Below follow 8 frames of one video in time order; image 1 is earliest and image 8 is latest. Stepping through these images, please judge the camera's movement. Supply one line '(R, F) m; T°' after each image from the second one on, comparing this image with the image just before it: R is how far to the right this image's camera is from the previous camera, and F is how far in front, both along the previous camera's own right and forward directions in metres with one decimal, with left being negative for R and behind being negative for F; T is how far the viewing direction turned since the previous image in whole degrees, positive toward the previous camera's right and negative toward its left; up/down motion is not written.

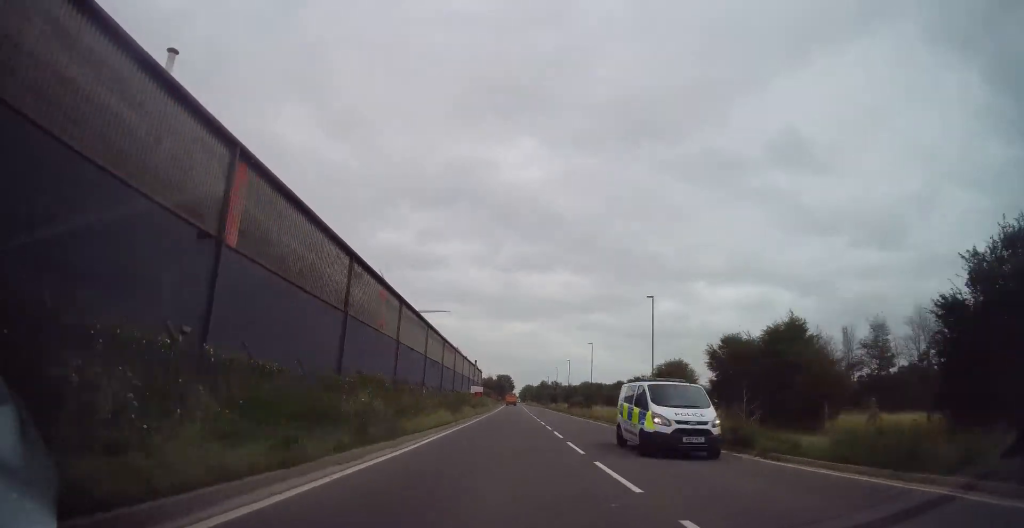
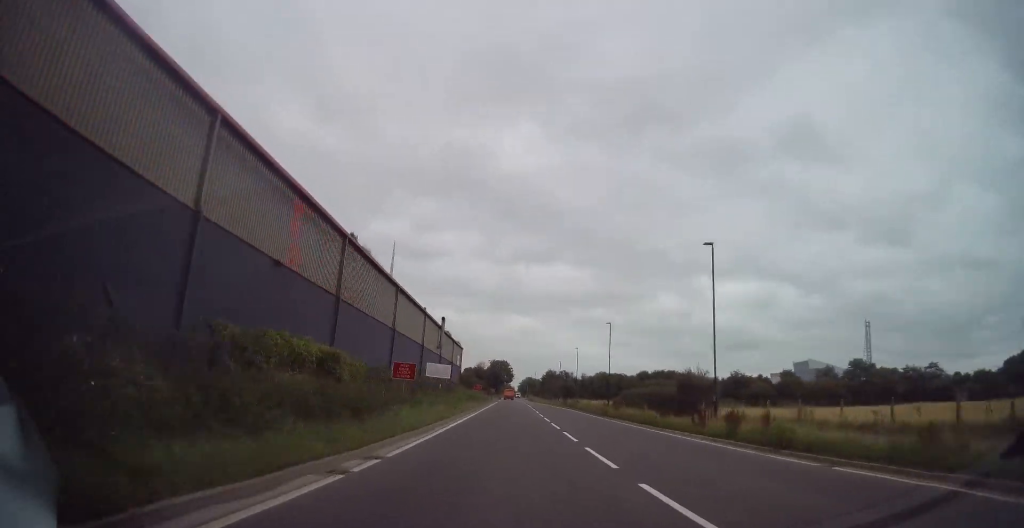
(0.0, +50.6) m; 0°
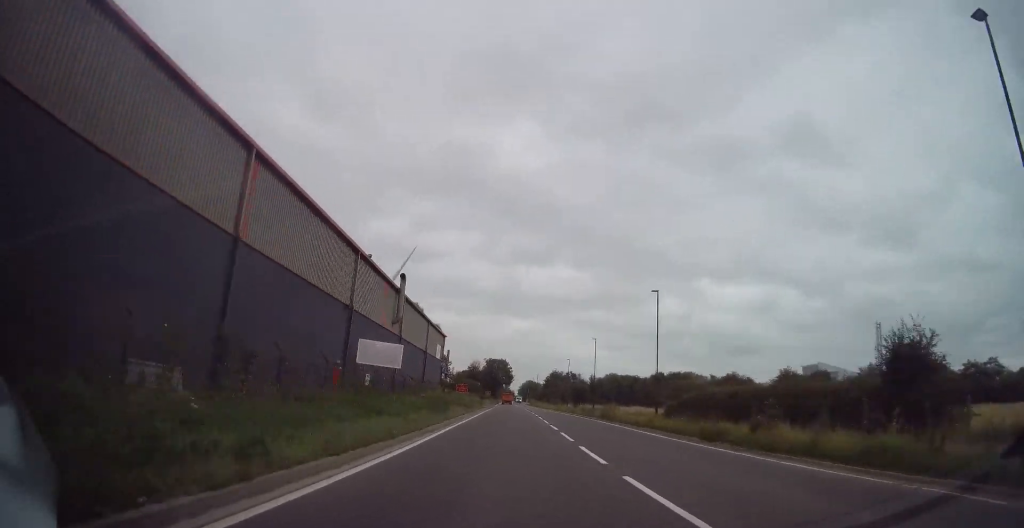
(-0.1, +21.1) m; 0°
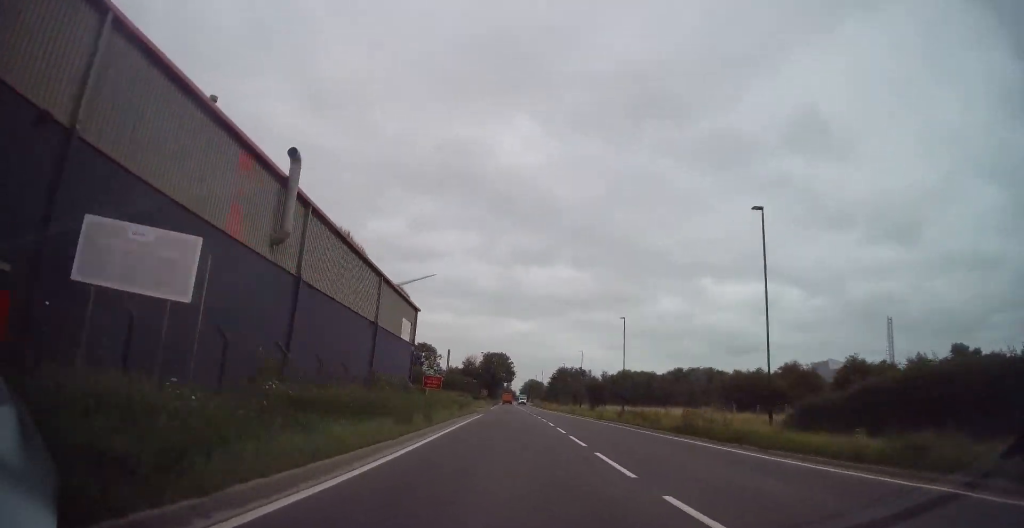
(+0.1, +19.1) m; 0°
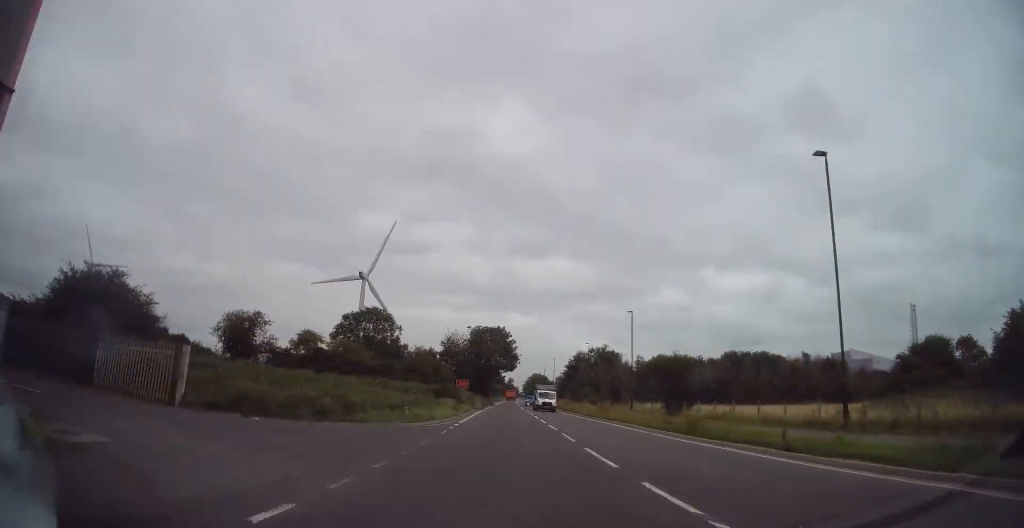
(+0.1, +39.4) m; 0°
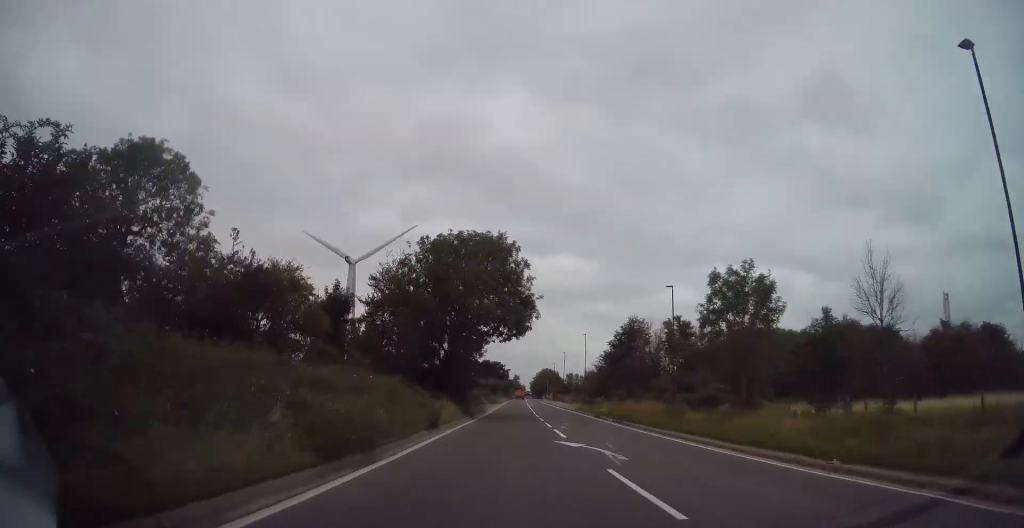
(-0.2, +48.1) m; 0°
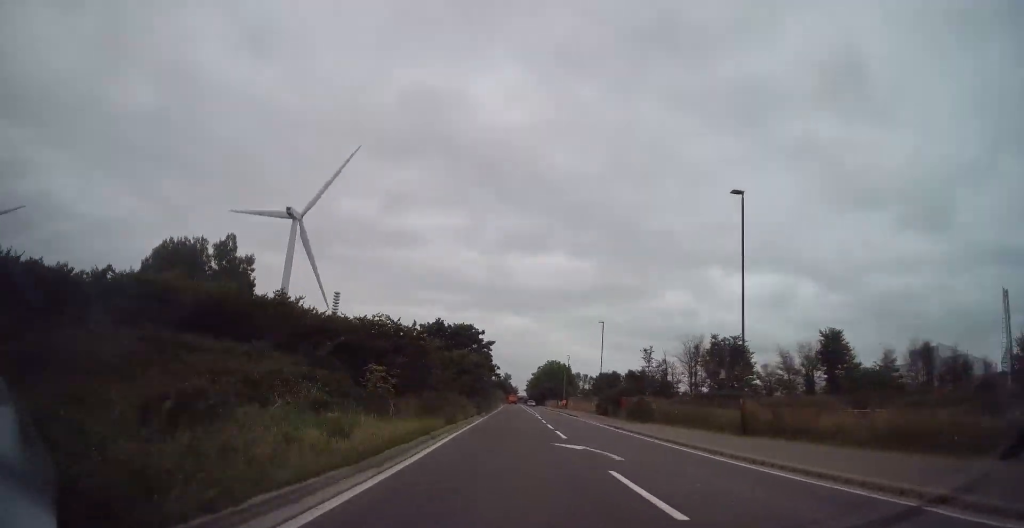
(+0.6, +90.0) m; +1°
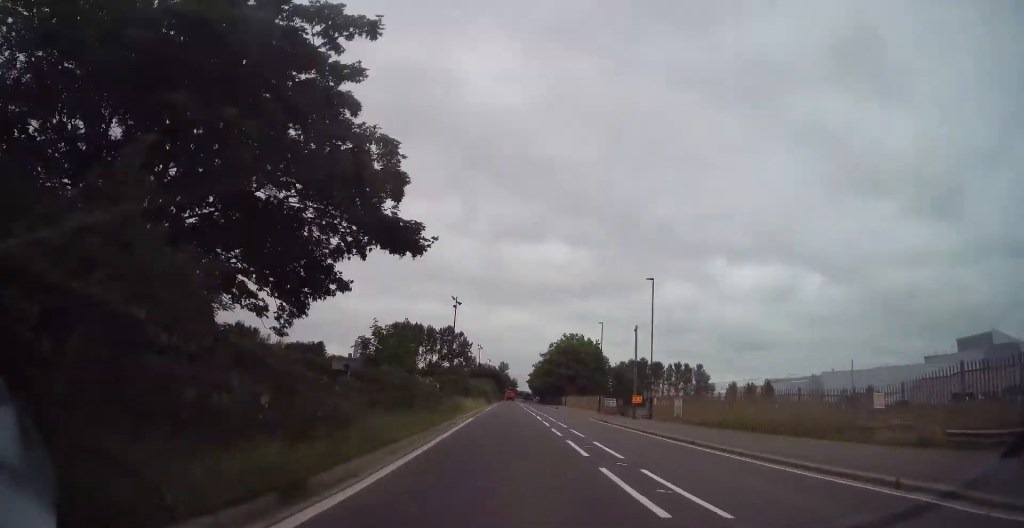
(-0.1, +62.4) m; 0°
